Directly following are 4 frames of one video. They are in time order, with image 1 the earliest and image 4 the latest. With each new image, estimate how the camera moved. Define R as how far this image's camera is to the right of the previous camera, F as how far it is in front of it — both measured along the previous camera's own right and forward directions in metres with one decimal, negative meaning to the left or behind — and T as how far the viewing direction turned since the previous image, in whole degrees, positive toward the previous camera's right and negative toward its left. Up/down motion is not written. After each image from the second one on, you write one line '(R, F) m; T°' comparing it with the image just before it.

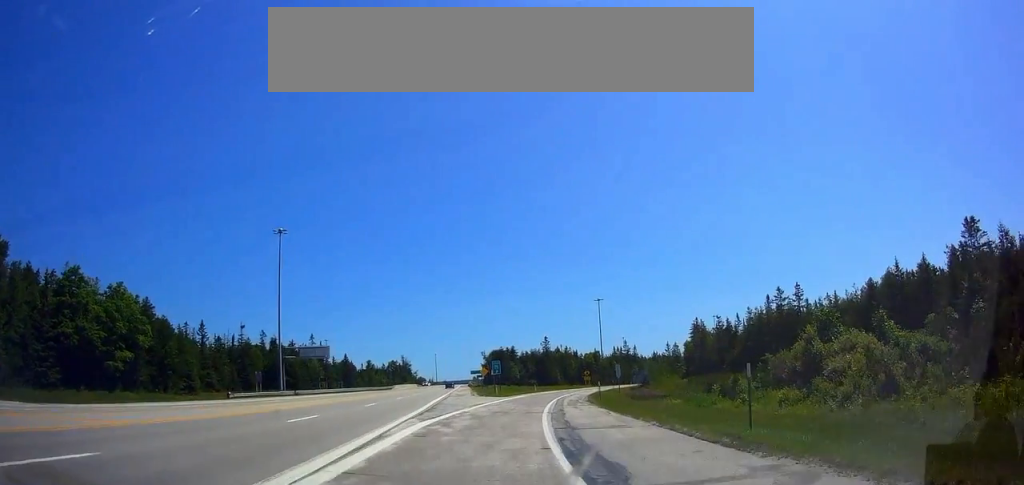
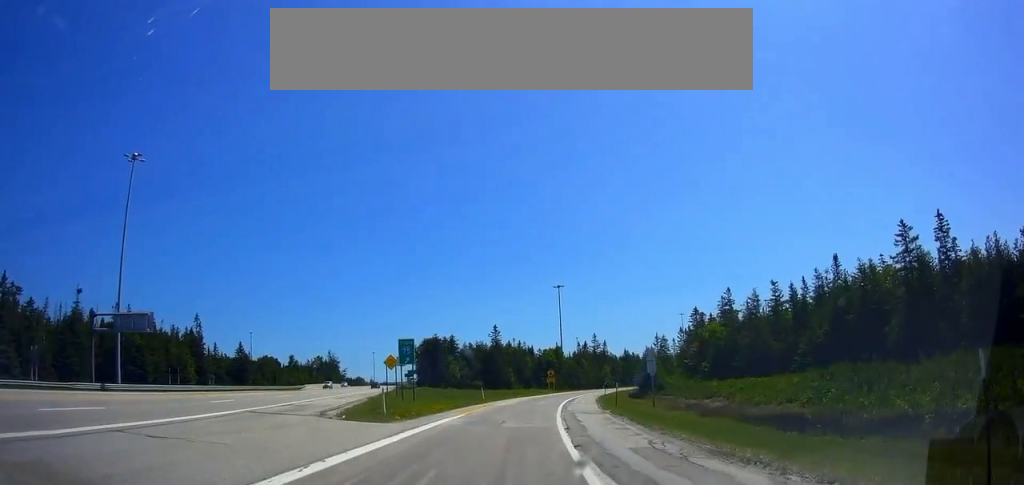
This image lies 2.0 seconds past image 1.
(+0.1, +37.4) m; +1°
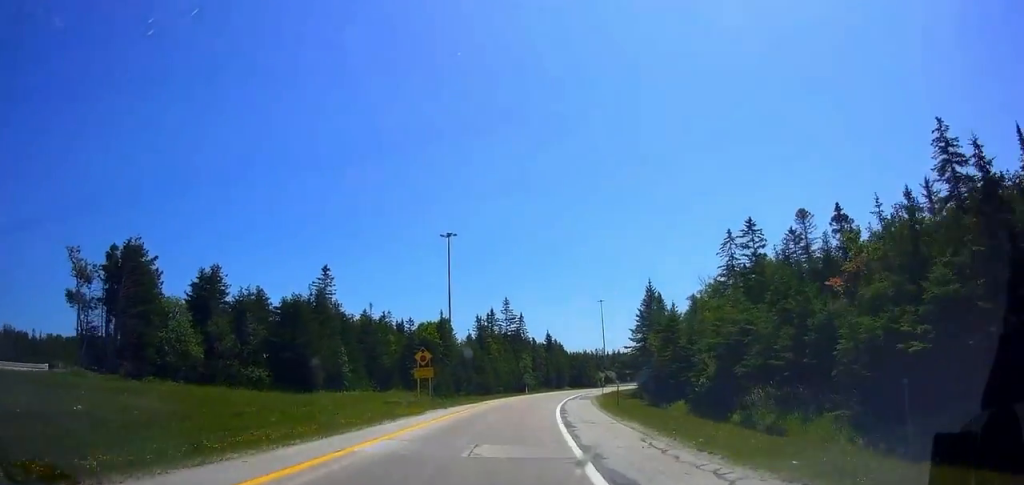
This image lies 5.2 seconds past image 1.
(+6.7, +61.7) m; +11°
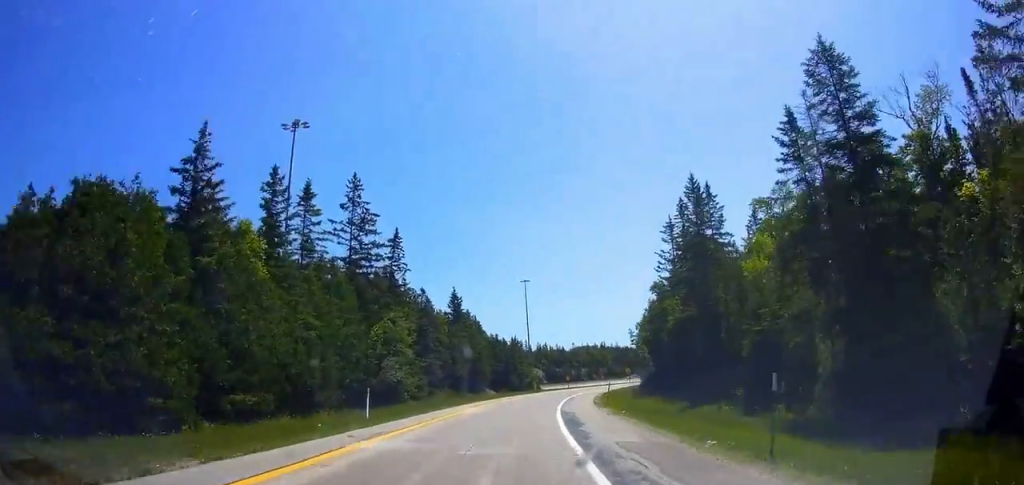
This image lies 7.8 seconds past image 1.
(+4.6, +51.9) m; +10°
